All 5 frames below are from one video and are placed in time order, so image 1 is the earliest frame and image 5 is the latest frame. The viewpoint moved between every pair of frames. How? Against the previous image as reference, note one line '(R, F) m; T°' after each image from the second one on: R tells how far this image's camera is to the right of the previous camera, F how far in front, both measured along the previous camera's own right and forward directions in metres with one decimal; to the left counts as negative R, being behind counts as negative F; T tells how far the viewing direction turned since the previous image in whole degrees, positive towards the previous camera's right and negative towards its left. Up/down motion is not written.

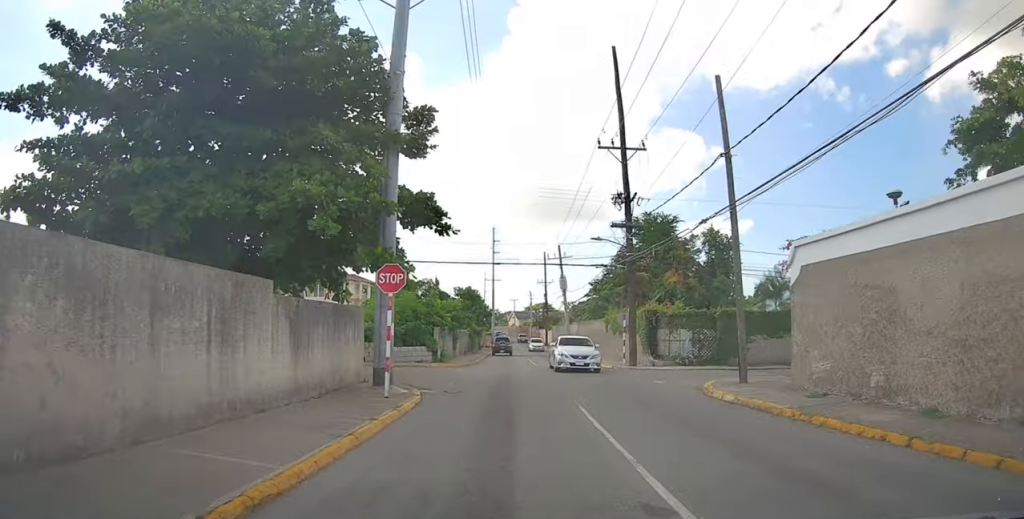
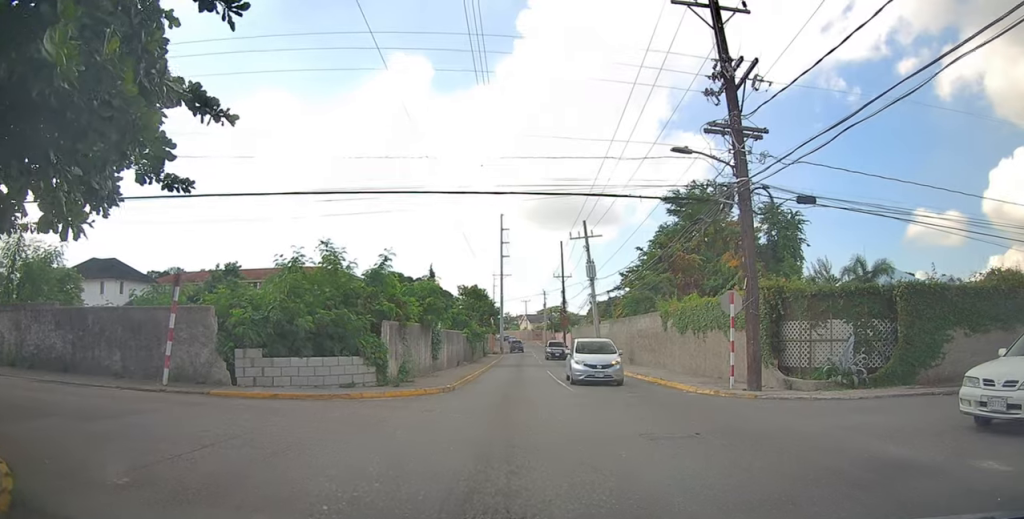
(0.0, +14.4) m; +4°
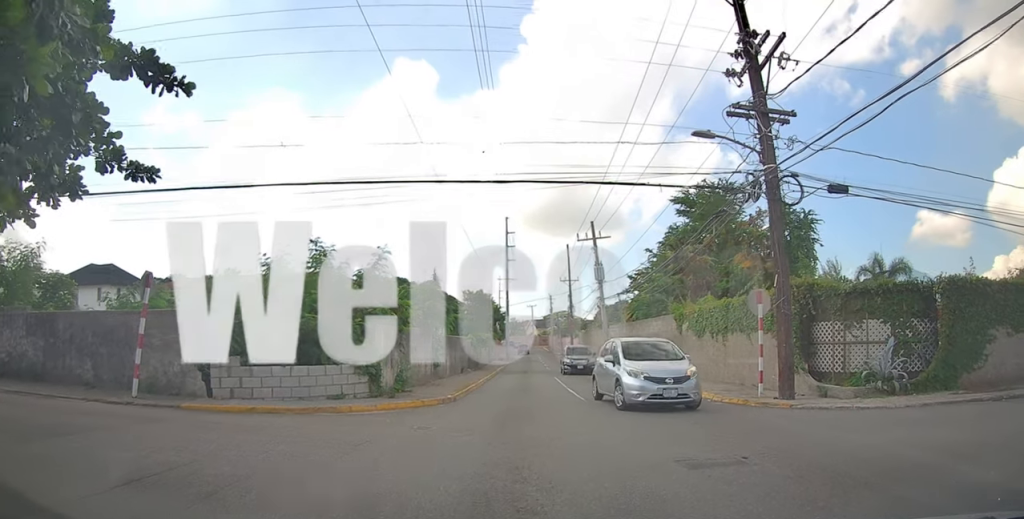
(-0.2, +1.8) m; 0°
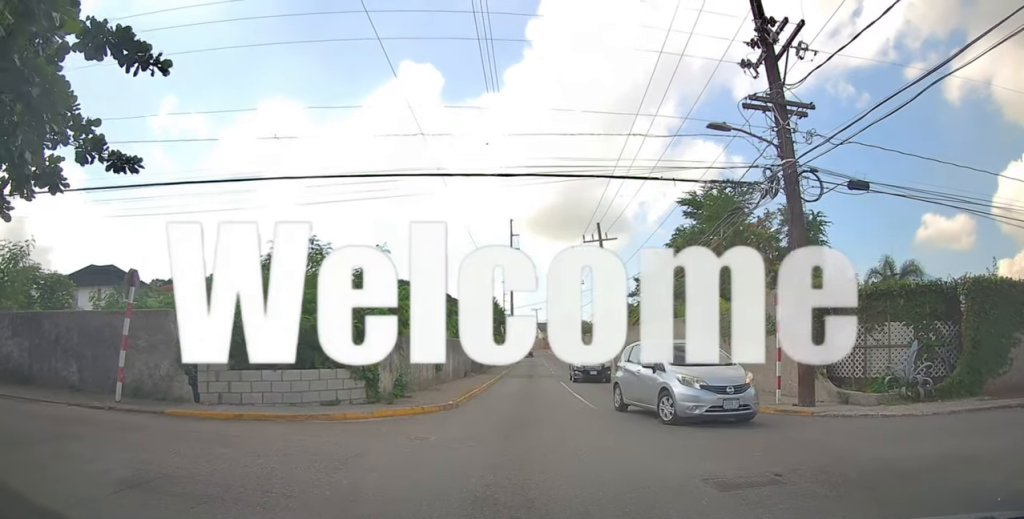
(-0.1, +0.4) m; 0°
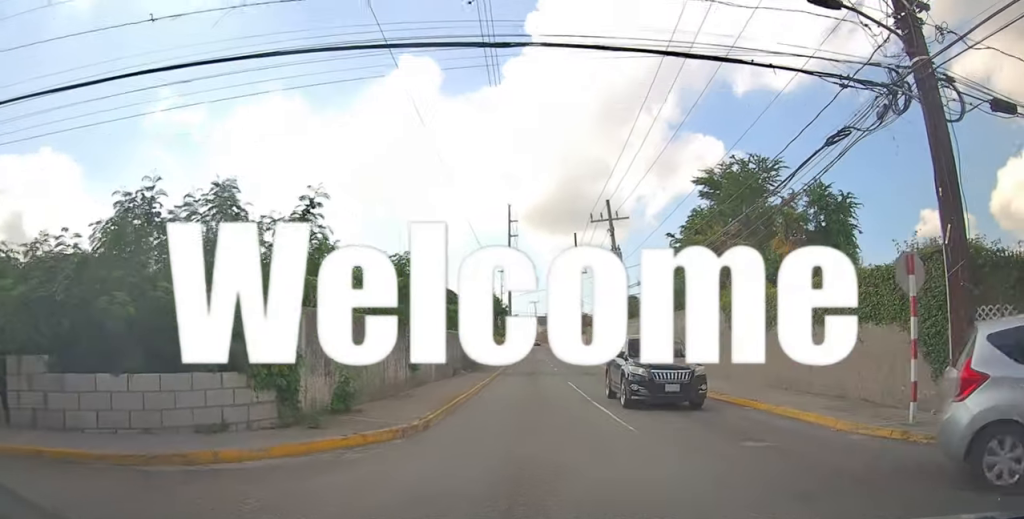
(-0.1, +2.7) m; +3°
